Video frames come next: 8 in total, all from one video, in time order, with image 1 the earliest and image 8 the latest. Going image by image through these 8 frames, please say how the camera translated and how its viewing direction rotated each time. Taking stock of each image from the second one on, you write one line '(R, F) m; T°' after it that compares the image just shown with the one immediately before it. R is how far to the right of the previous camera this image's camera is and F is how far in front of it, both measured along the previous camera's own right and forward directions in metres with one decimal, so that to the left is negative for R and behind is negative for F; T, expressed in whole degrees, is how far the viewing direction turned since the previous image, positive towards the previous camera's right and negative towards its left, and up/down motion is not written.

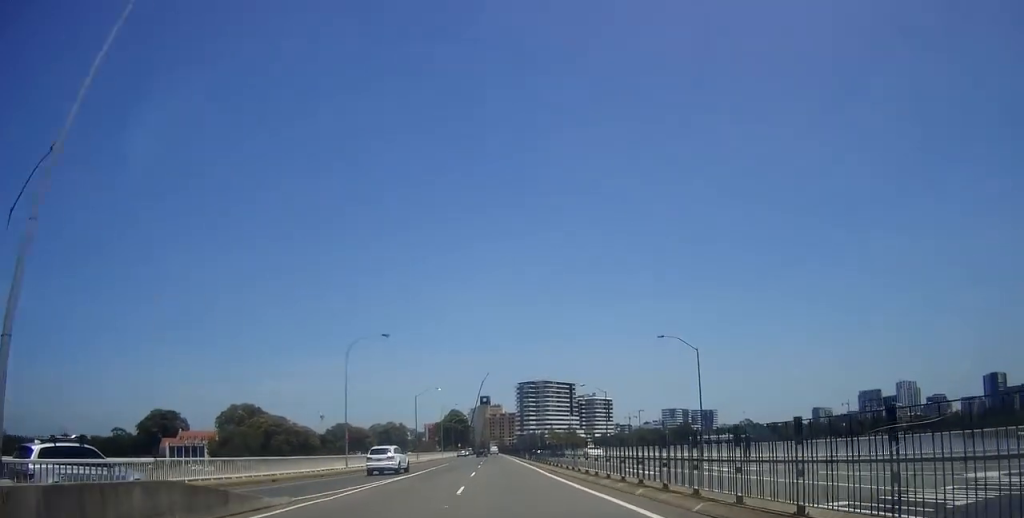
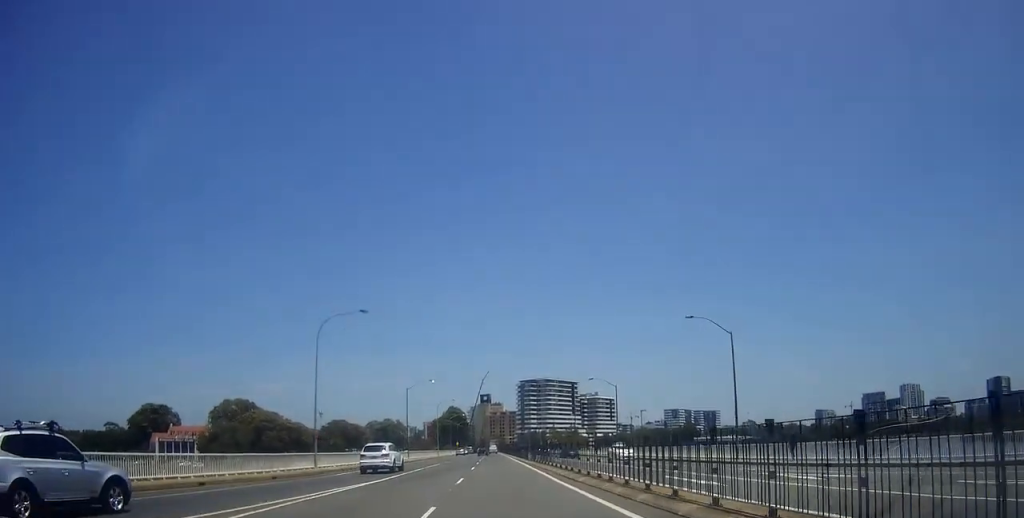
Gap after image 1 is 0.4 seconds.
(+0.2, +7.6) m; +2°
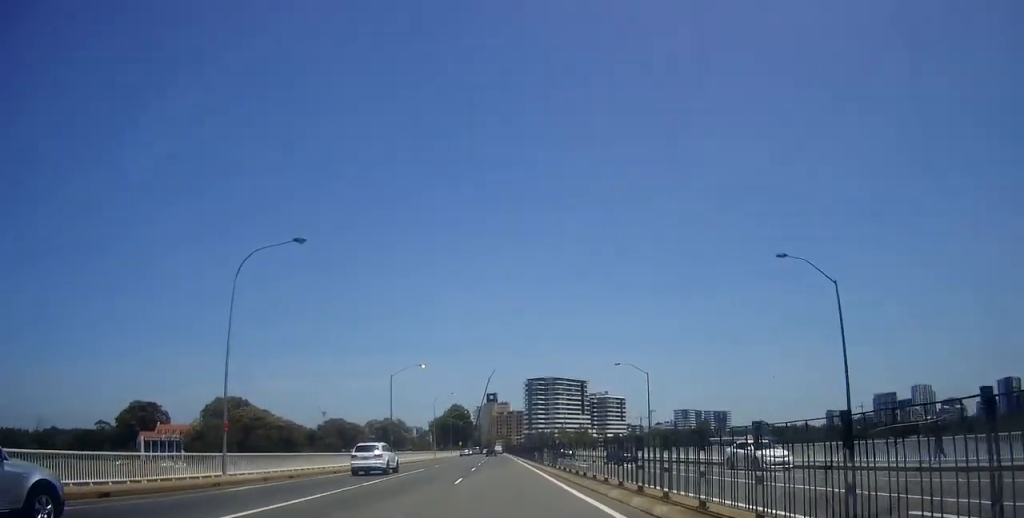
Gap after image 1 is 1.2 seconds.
(+0.1, +14.2) m; +1°
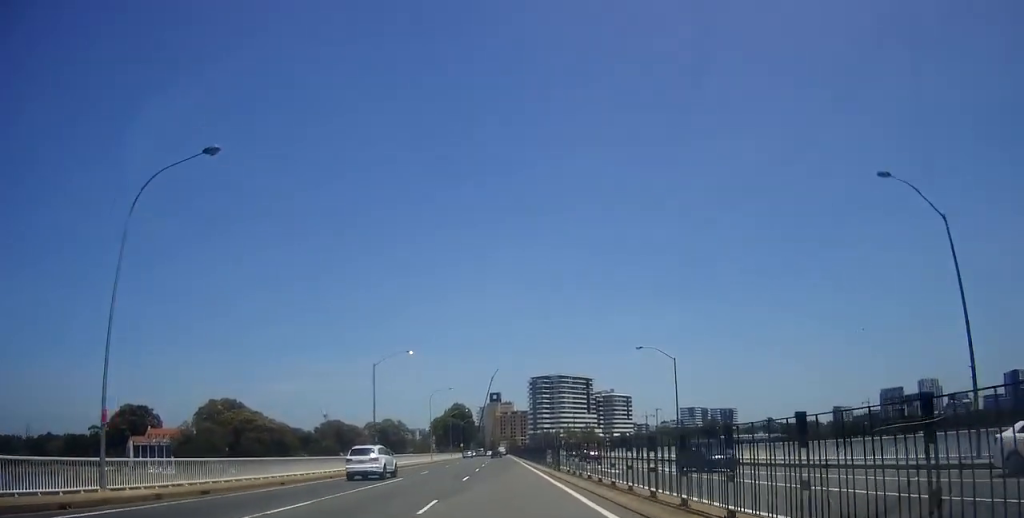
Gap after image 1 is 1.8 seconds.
(0.0, +9.5) m; 0°
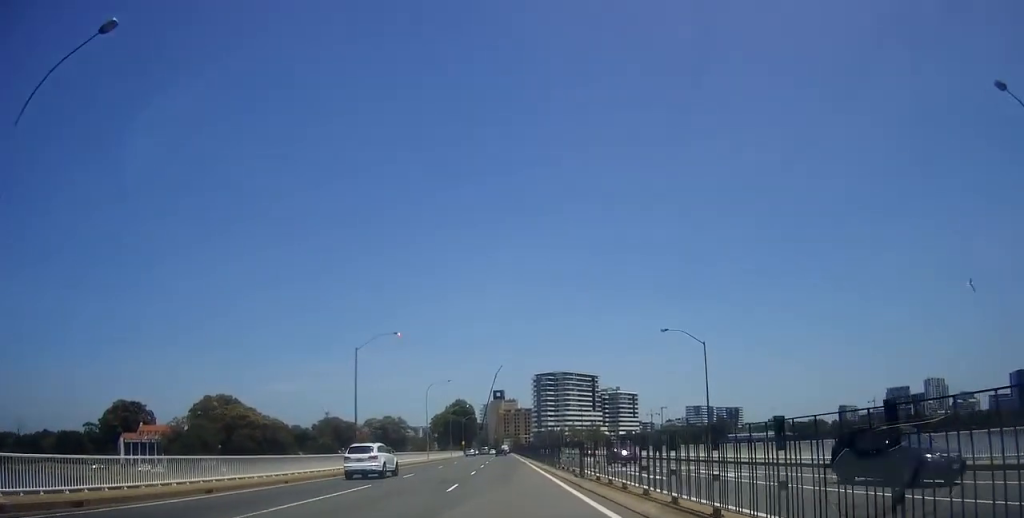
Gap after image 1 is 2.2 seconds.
(+0.1, +7.7) m; 0°
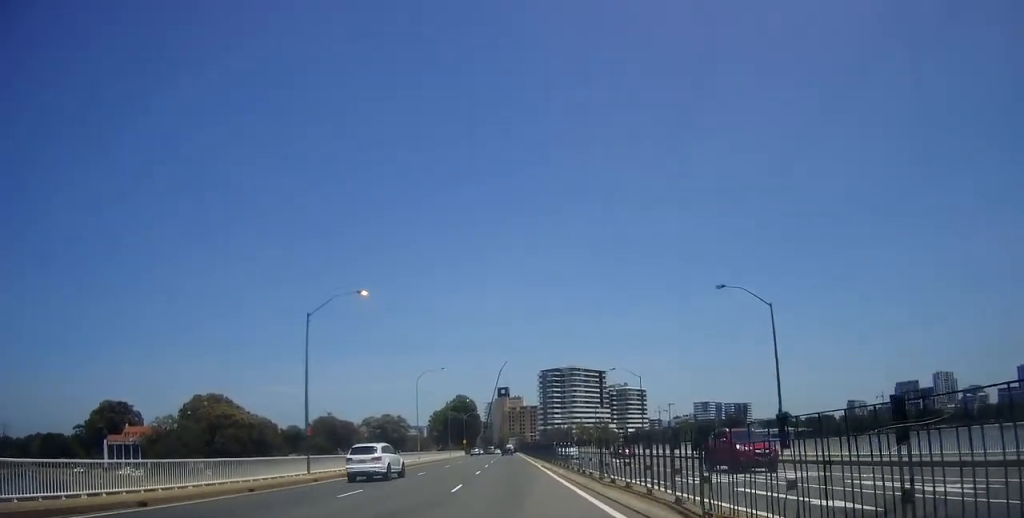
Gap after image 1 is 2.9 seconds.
(-0.1, +12.2) m; 0°
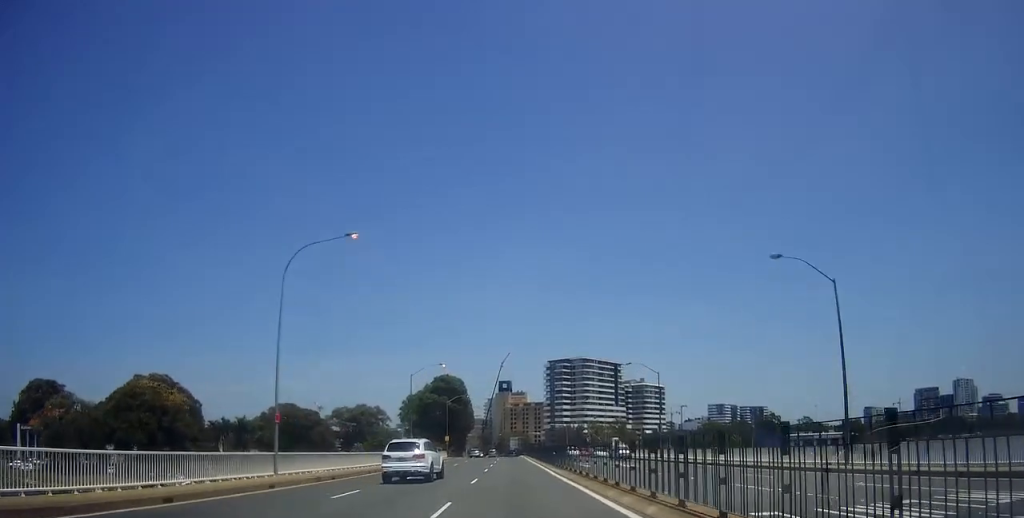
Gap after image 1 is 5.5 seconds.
(-1.5, +43.6) m; -2°
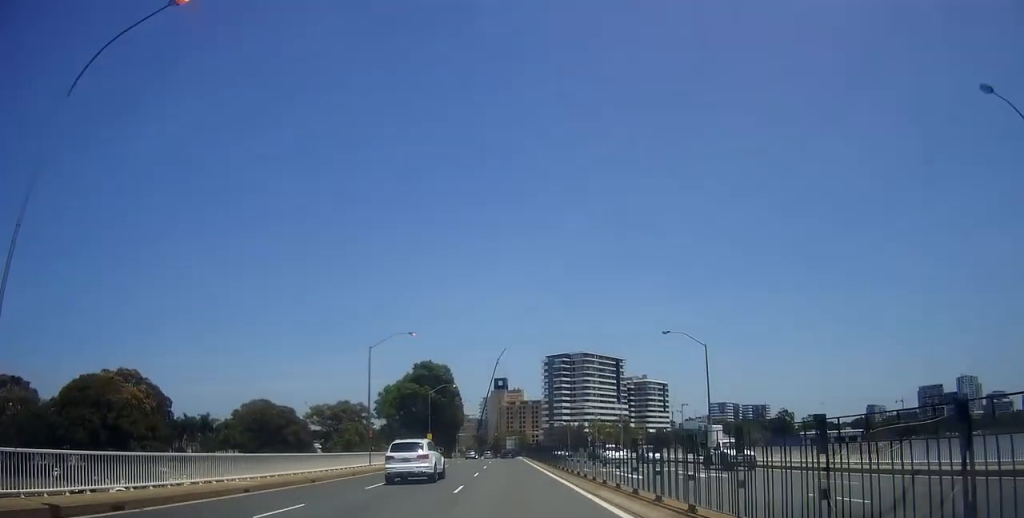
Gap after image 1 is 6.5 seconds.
(+0.5, +17.3) m; +2°
